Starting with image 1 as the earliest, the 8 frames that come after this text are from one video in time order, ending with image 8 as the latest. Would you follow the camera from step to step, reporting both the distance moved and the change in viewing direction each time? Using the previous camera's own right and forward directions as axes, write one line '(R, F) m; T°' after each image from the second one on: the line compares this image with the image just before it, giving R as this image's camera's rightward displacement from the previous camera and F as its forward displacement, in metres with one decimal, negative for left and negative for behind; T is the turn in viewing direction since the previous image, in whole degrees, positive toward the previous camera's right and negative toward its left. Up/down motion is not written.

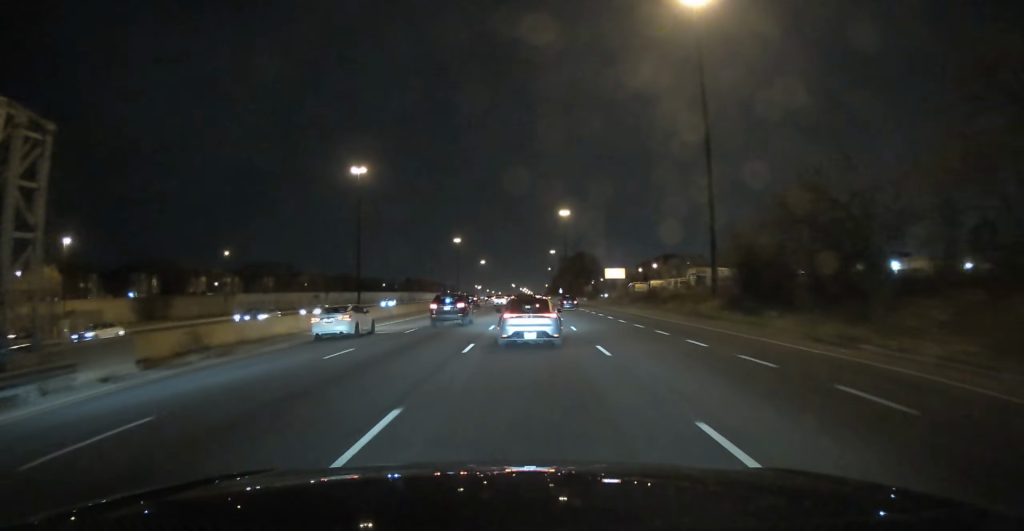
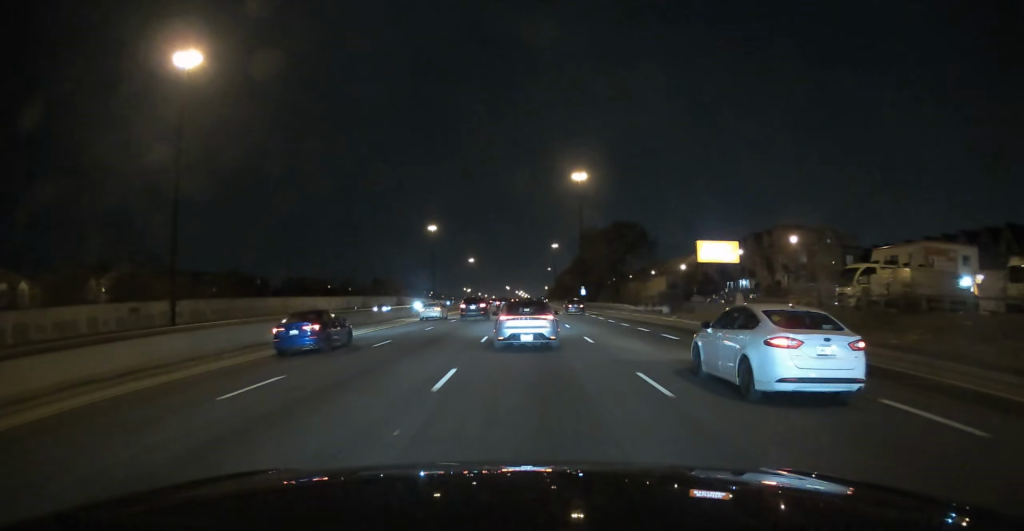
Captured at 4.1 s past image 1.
(-0.6, +93.1) m; 0°
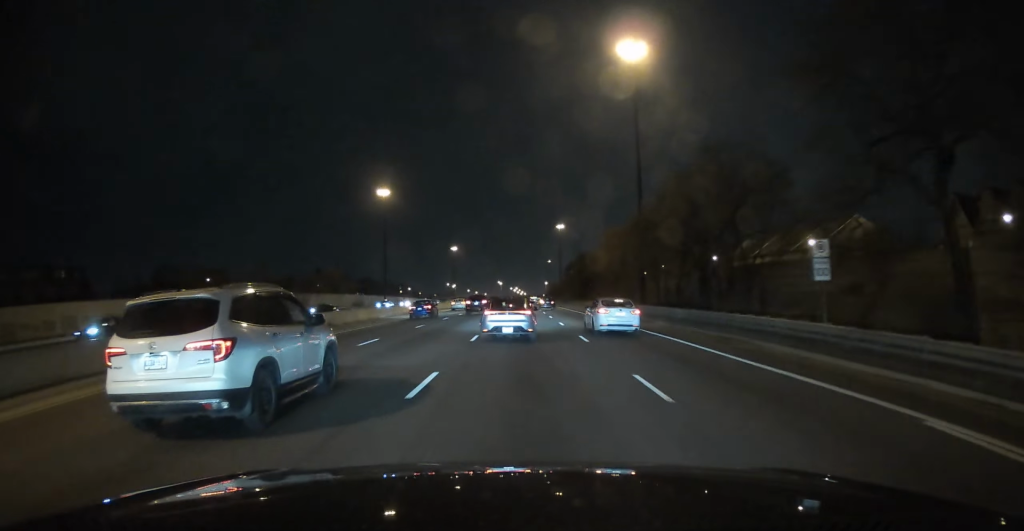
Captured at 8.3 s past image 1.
(+0.6, +98.2) m; 0°
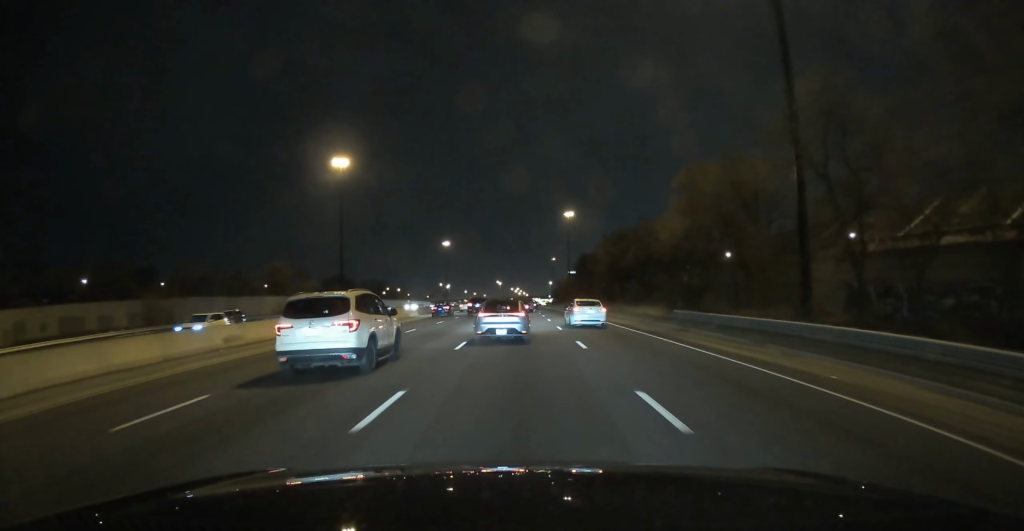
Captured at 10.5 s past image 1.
(0.0, +49.8) m; 0°
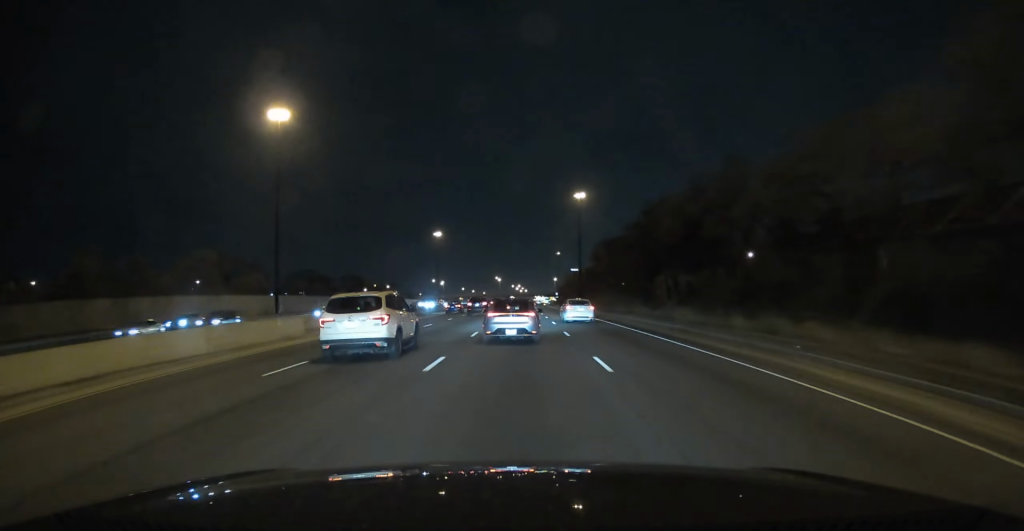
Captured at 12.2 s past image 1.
(-0.1, +41.0) m; 0°
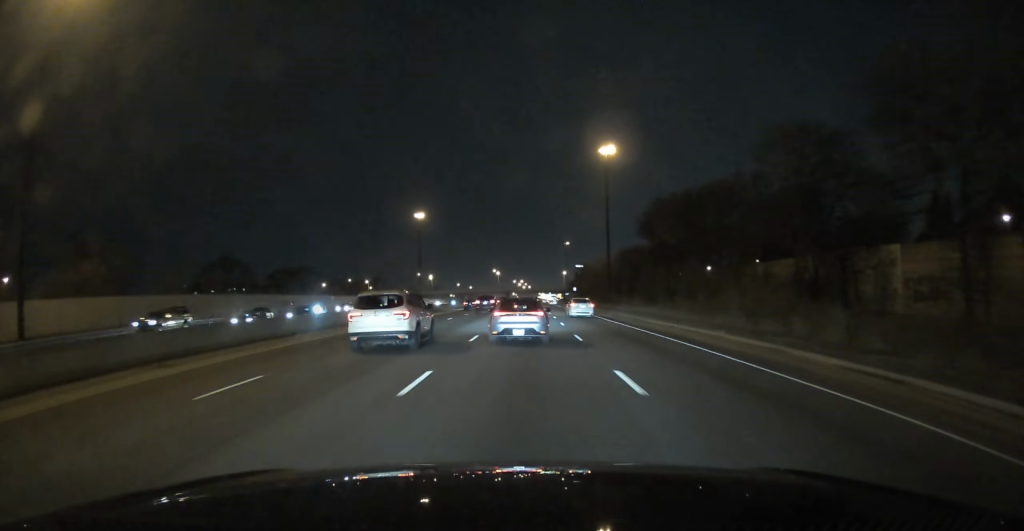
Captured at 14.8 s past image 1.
(-0.2, +60.7) m; 0°
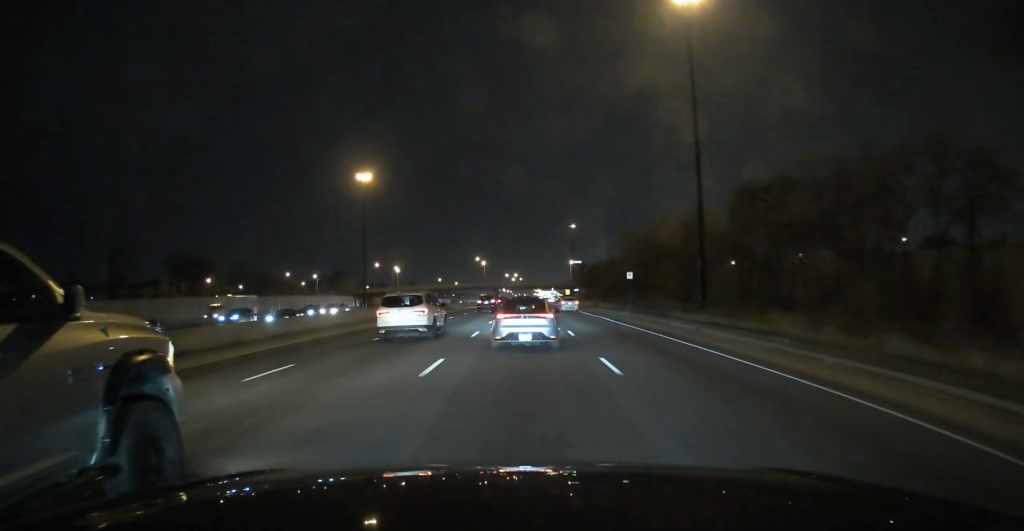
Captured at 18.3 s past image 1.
(+0.1, +78.7) m; 0°
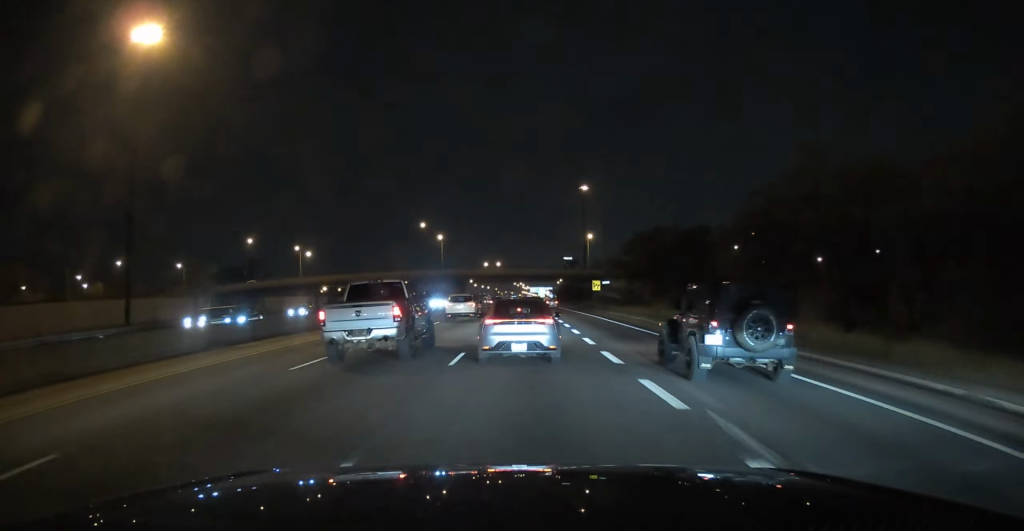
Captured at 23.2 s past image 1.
(+0.3, +105.6) m; +1°
